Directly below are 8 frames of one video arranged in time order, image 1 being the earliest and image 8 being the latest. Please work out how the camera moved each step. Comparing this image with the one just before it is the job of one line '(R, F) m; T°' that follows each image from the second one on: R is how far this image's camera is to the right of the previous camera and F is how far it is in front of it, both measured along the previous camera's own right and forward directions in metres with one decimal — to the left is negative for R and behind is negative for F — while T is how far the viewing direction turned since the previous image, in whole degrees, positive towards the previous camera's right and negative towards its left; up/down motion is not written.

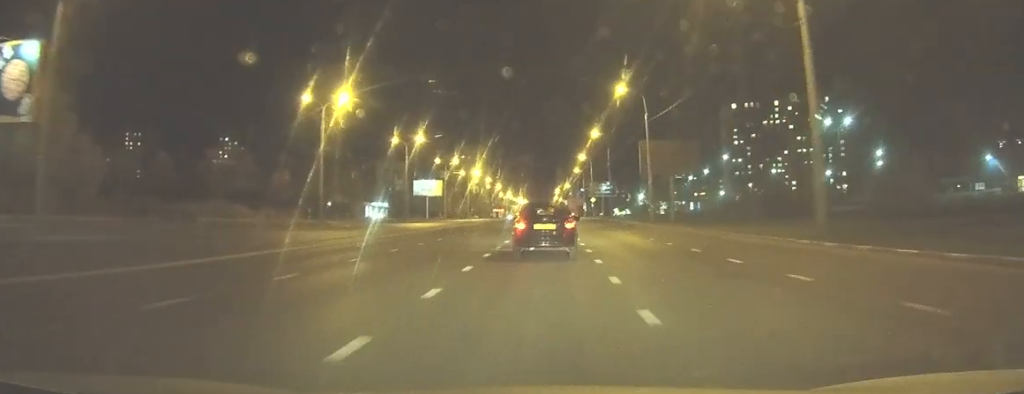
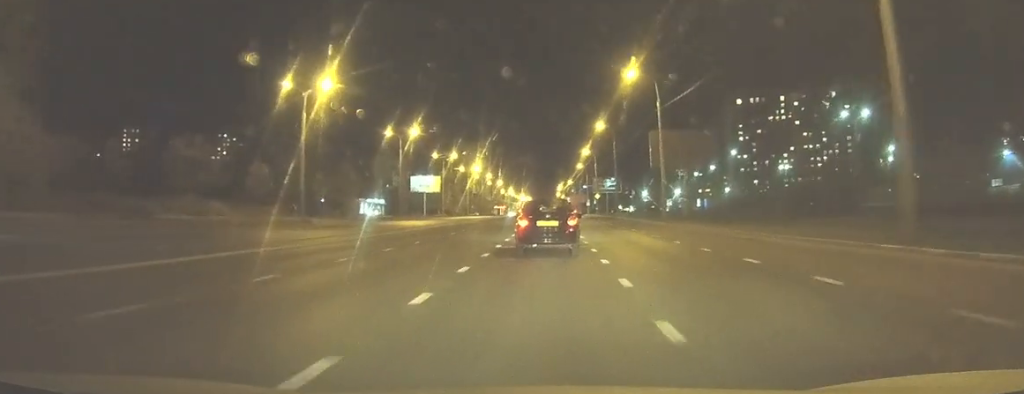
(0.0, +5.2) m; 0°
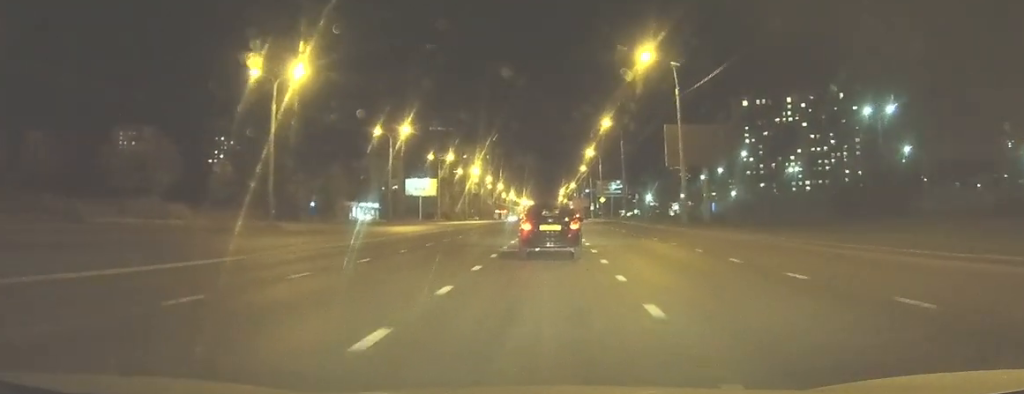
(0.0, +6.7) m; 0°
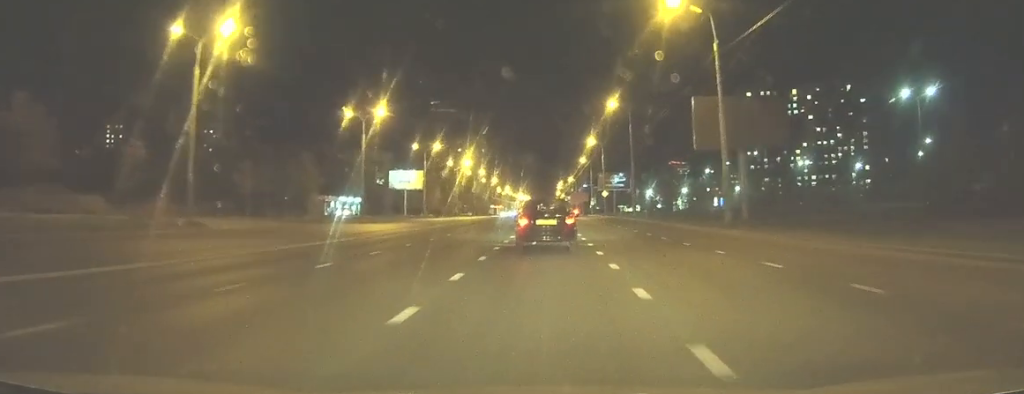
(+0.1, +11.0) m; +1°
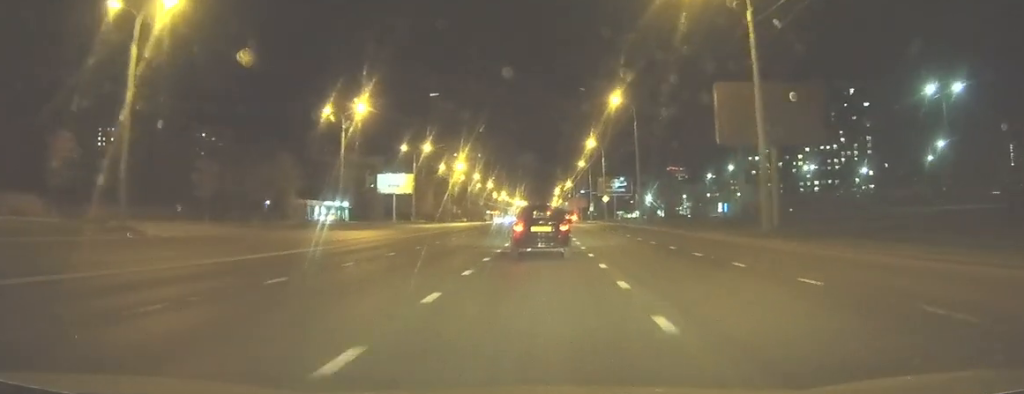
(+0.1, +6.2) m; +1°
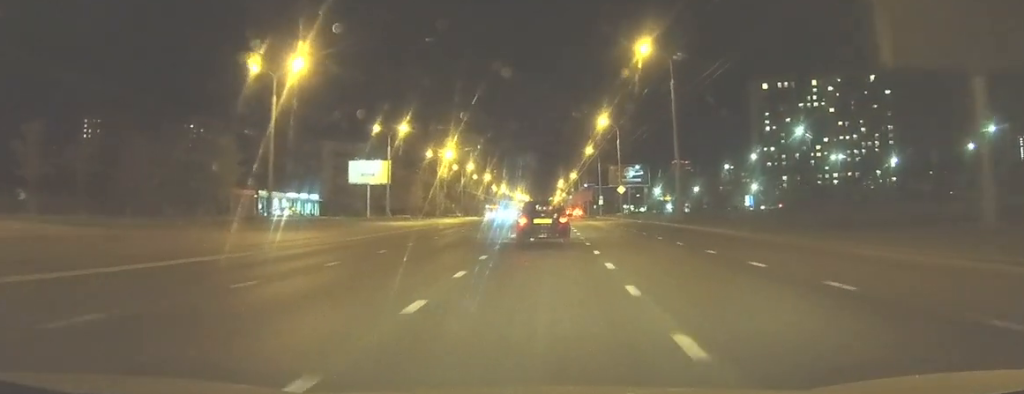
(+0.1, +17.4) m; +1°
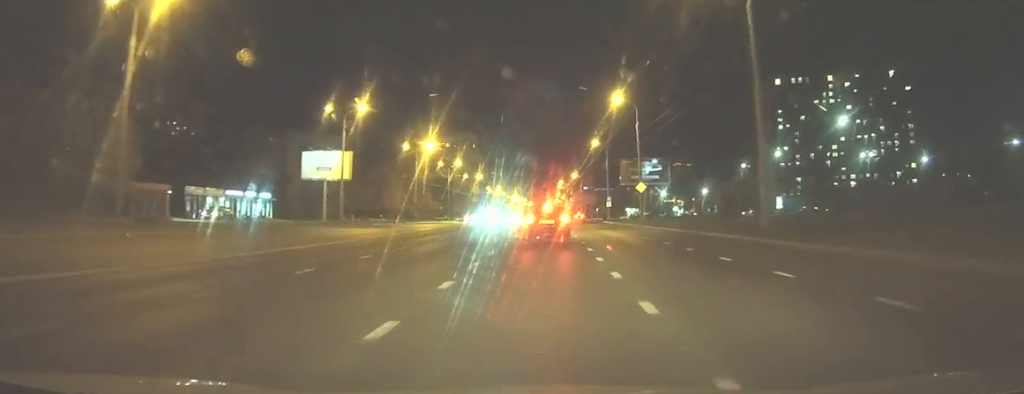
(+0.2, +18.0) m; +1°
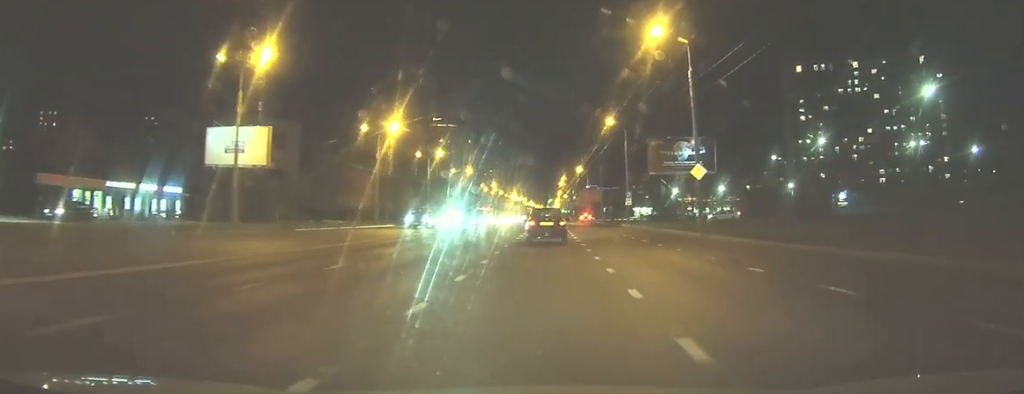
(-0.2, +22.6) m; -1°
